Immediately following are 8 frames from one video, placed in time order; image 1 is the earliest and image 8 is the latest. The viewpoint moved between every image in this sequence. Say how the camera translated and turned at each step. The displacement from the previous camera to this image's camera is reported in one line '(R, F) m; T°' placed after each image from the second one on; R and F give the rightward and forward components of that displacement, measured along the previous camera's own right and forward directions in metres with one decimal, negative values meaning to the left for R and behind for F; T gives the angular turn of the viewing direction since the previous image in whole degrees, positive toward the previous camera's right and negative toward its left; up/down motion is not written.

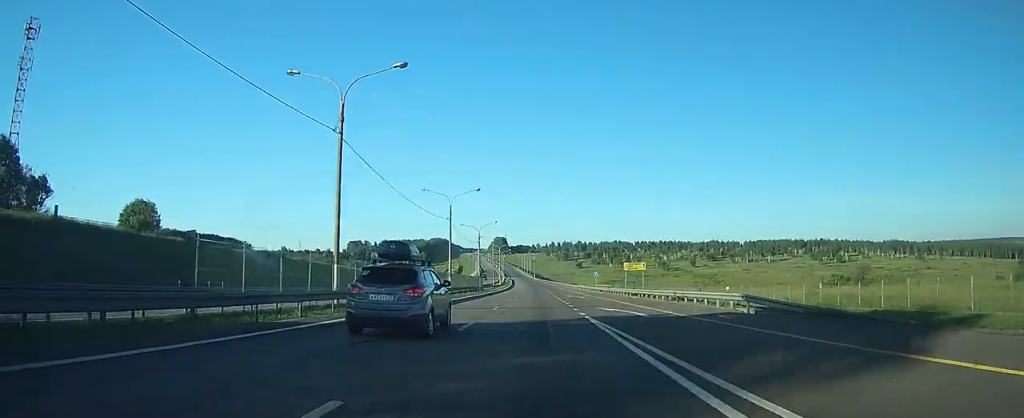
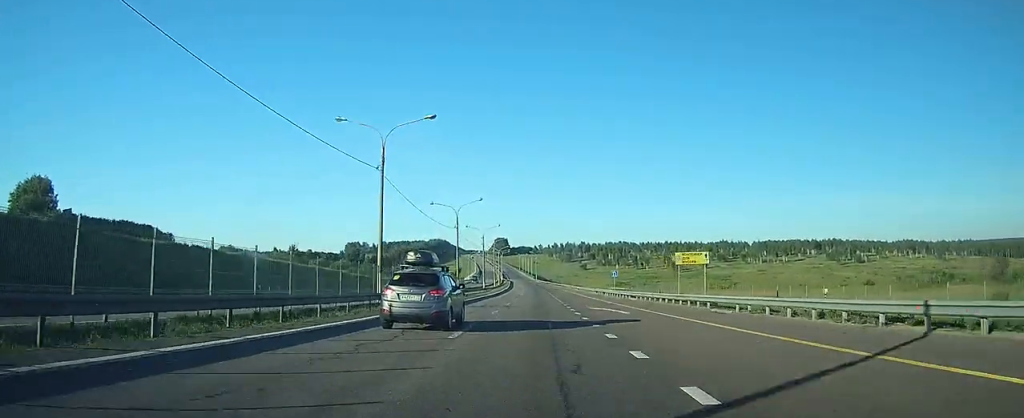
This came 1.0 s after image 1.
(-0.1, +25.3) m; 0°
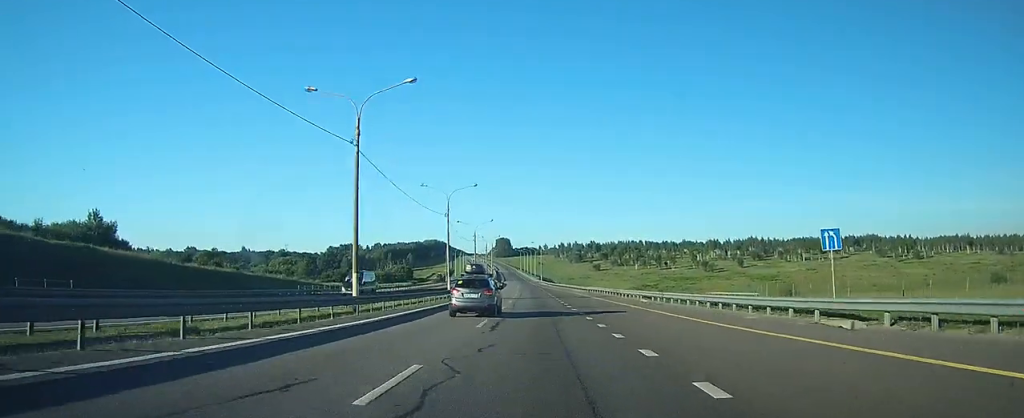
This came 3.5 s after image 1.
(-0.3, +68.2) m; 0°
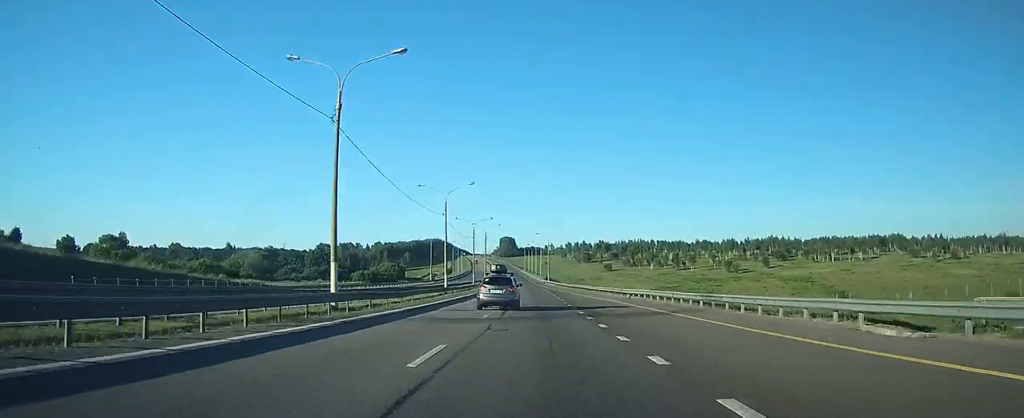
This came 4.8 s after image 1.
(-0.1, +33.1) m; 0°
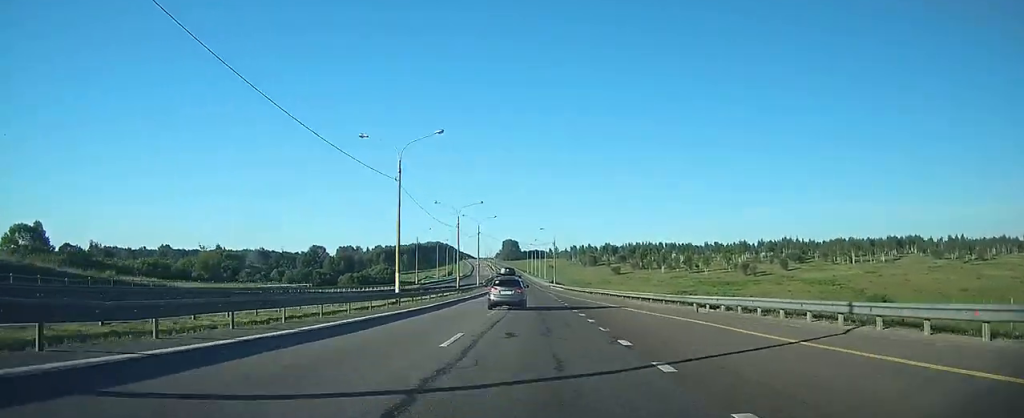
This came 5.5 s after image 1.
(0.0, +20.7) m; 0°
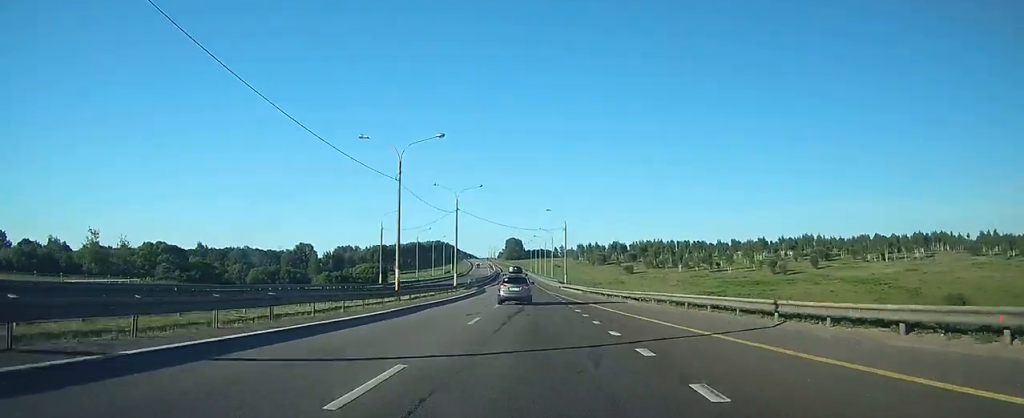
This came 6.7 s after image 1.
(-0.1, +30.6) m; -1°
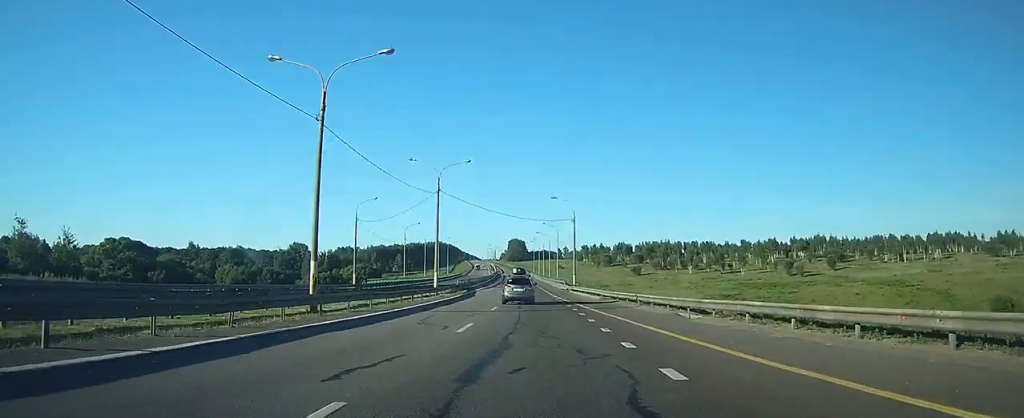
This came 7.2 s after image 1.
(-0.1, +14.4) m; 0°
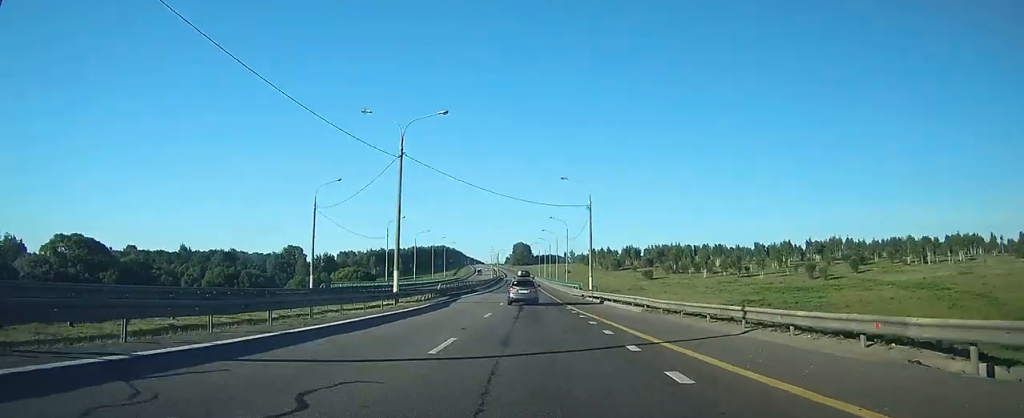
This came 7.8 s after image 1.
(0.0, +16.2) m; -1°
